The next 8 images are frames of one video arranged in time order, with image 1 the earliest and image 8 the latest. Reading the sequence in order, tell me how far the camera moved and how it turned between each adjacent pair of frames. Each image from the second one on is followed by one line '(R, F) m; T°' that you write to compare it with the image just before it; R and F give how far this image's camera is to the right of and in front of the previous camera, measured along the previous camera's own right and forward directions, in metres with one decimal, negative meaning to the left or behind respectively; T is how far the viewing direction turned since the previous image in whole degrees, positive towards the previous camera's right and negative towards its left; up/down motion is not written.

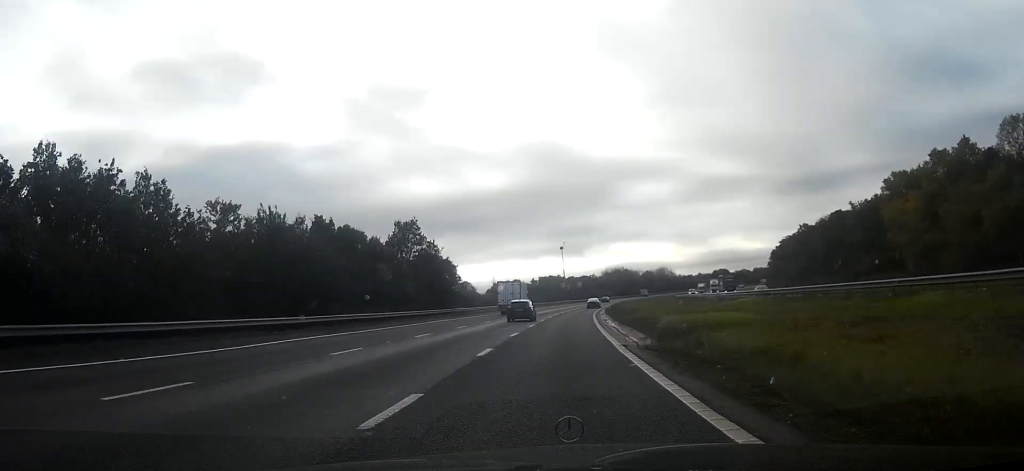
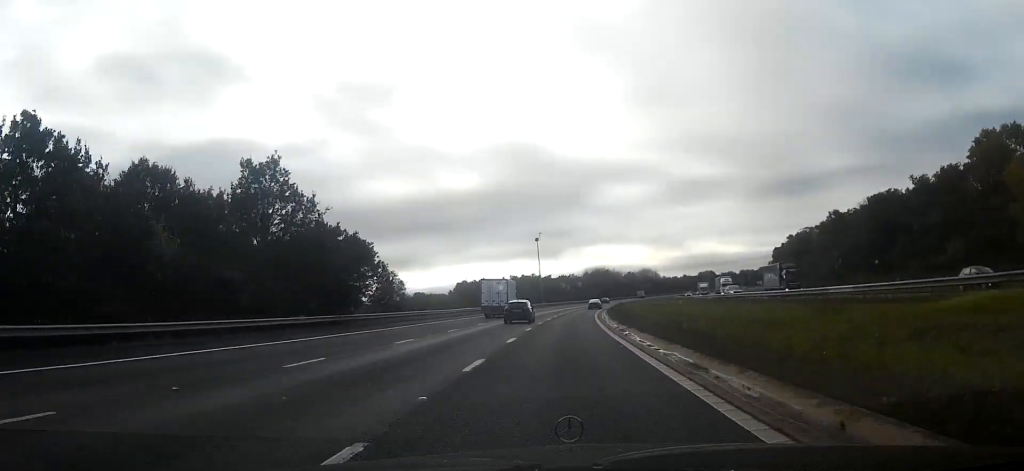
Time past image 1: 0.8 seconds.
(+0.6, +29.2) m; +2°
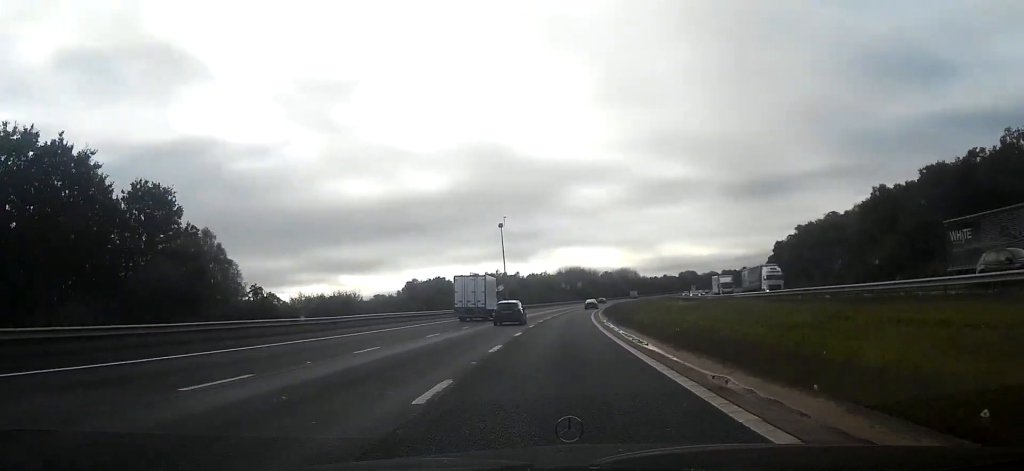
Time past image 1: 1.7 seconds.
(+0.7, +29.1) m; +3°
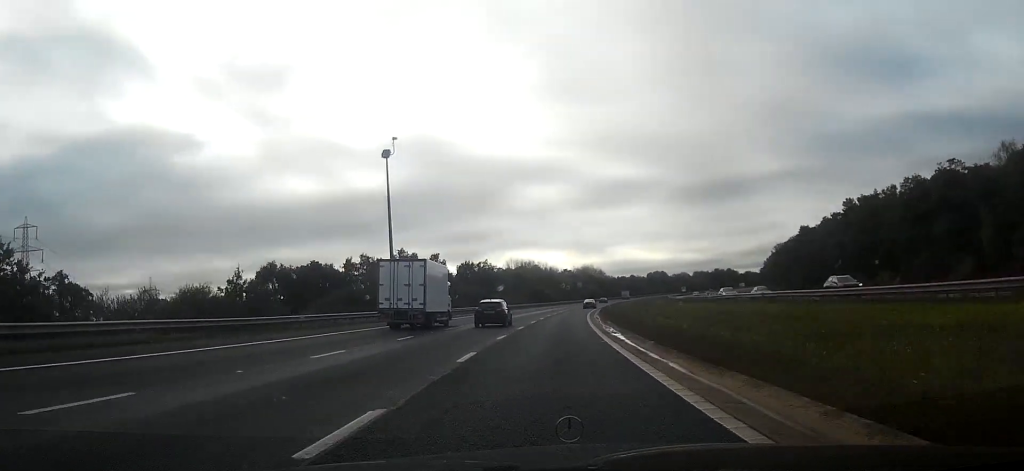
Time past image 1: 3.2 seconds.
(+2.0, +54.3) m; +4°
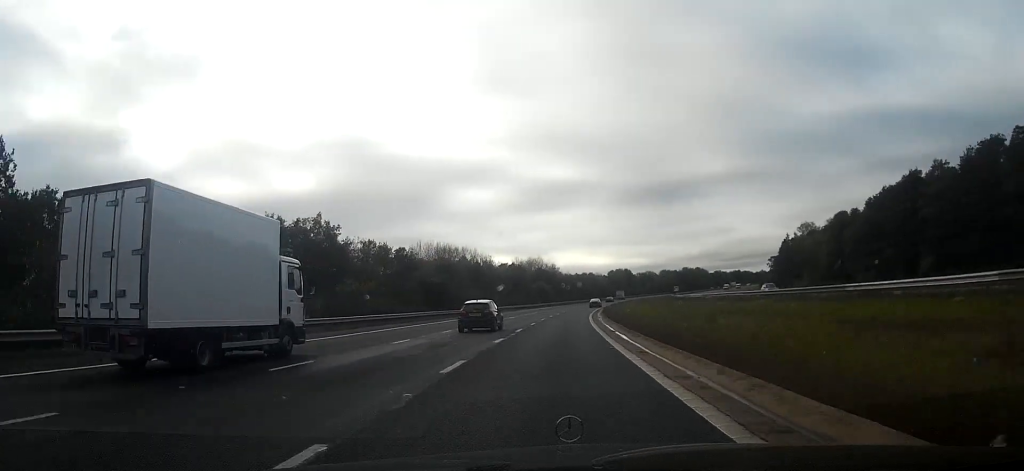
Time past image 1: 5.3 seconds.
(+3.7, +70.0) m; +6°
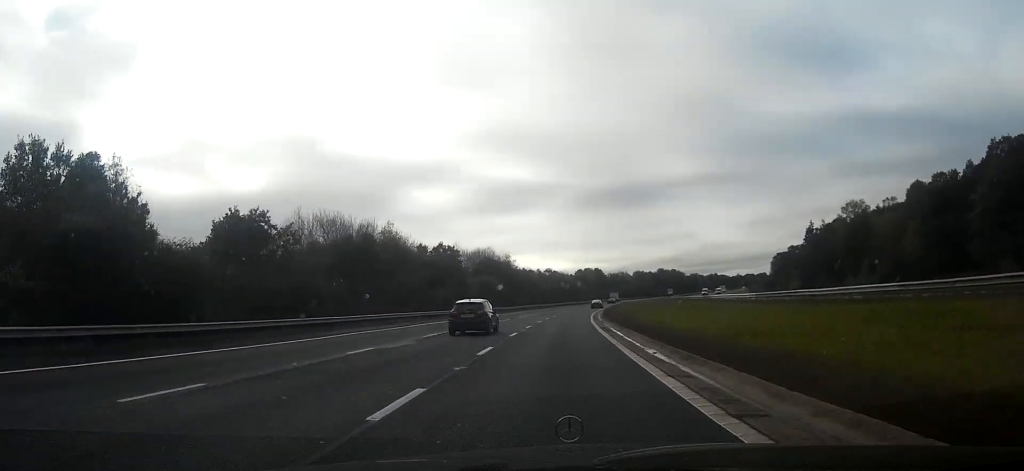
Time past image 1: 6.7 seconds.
(+1.4, +48.2) m; +3°
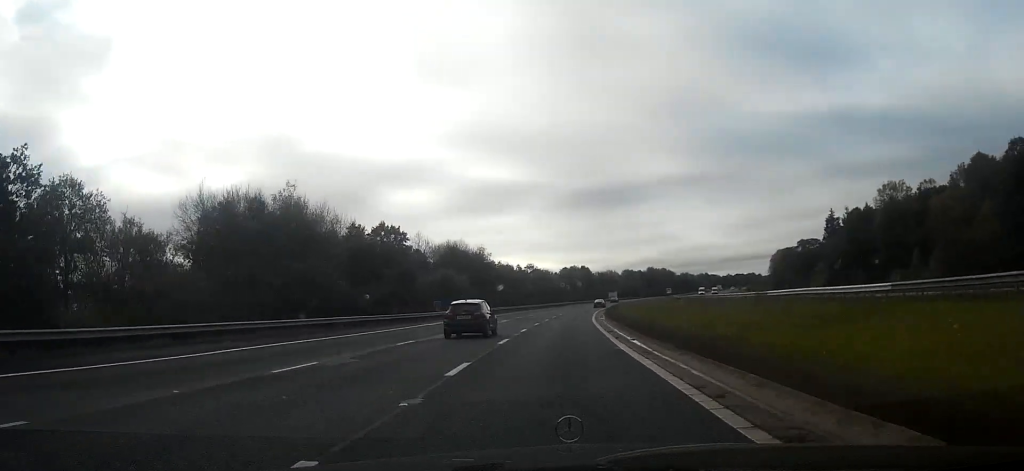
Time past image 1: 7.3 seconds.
(+0.1, +21.9) m; +2°
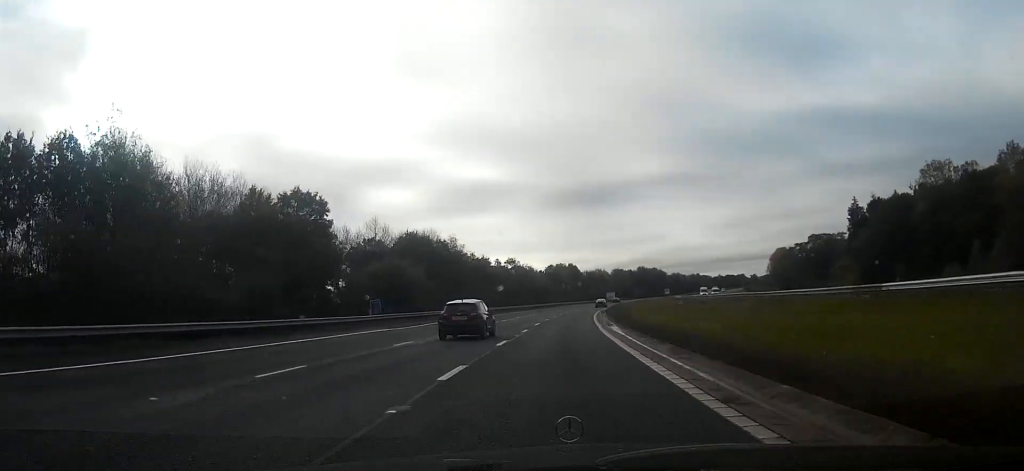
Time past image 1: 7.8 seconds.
(+0.4, +18.4) m; +2°
